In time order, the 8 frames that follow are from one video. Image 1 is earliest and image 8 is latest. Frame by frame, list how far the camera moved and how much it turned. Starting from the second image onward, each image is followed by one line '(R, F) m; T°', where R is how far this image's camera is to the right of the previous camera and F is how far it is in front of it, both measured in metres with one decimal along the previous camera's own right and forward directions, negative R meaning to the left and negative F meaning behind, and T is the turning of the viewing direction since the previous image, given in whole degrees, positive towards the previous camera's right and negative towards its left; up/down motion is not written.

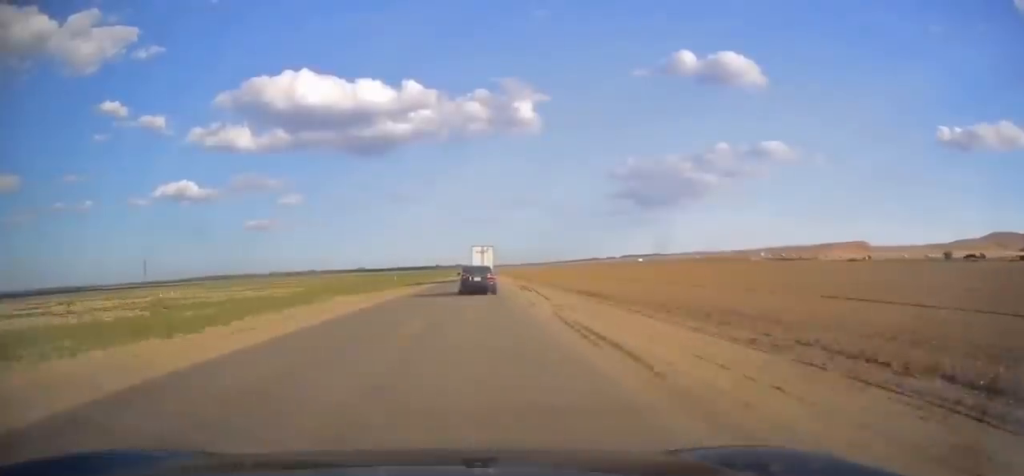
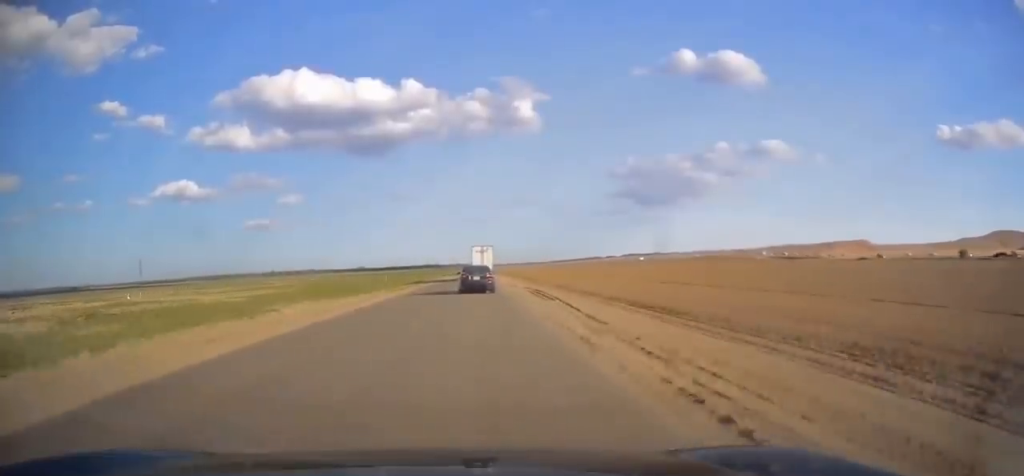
(+0.1, +11.5) m; 0°
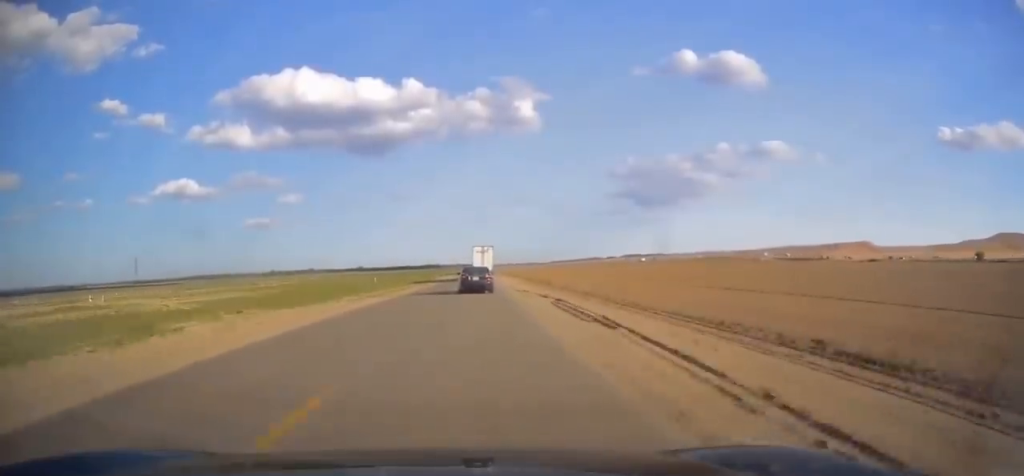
(0.0, +11.7) m; 0°
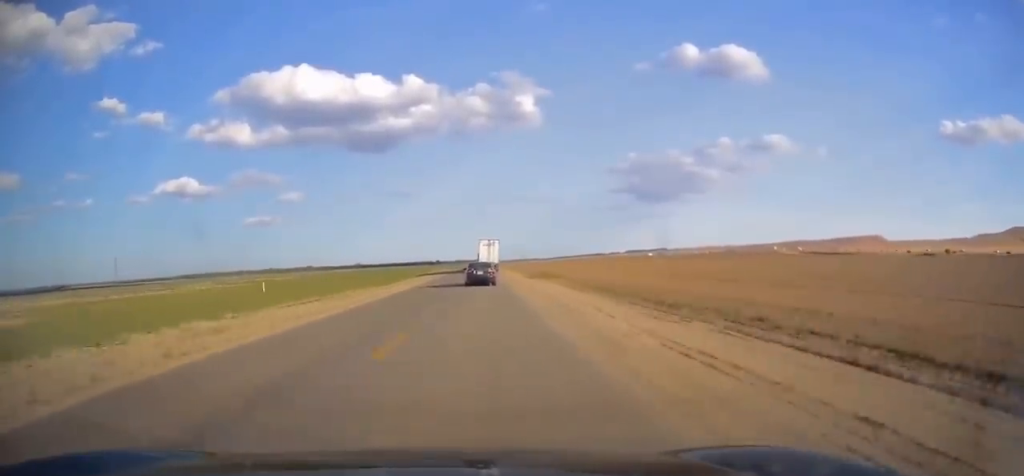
(-0.1, +52.1) m; 0°
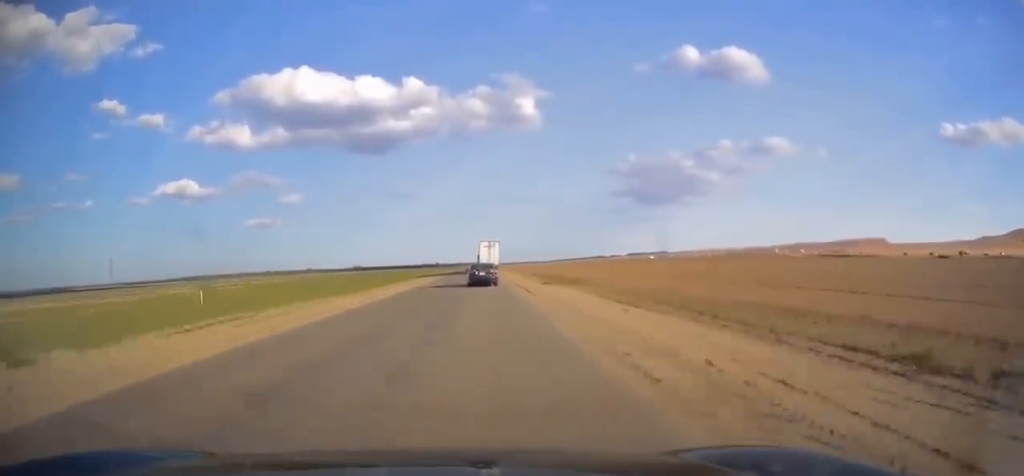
(+0.2, +11.3) m; 0°
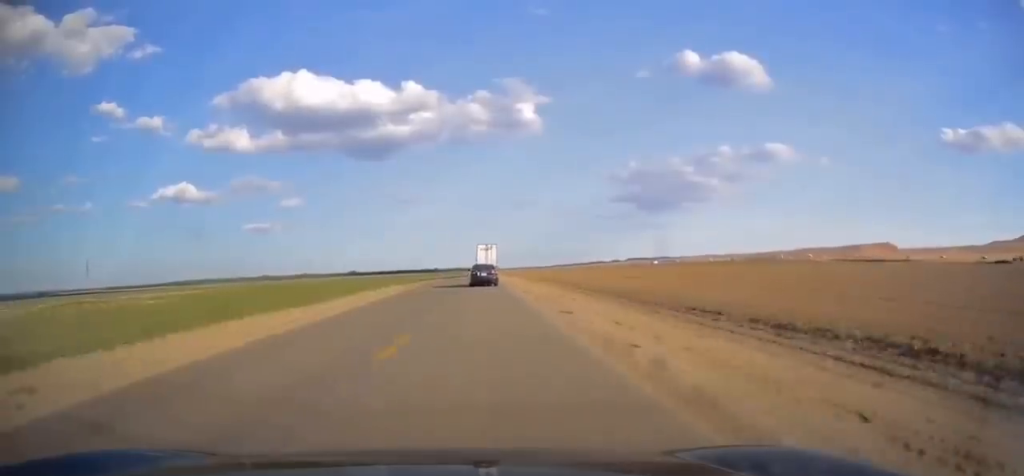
(-0.8, +46.4) m; -1°
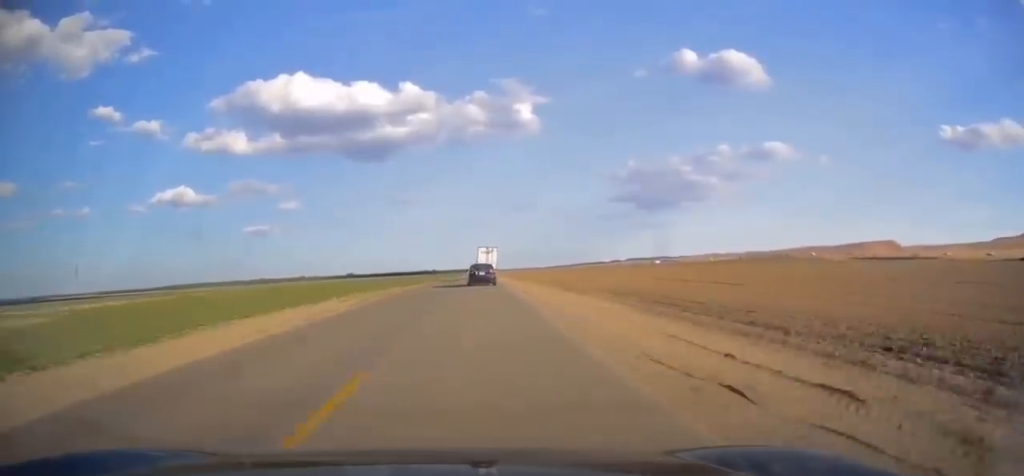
(0.0, +20.9) m; +1°
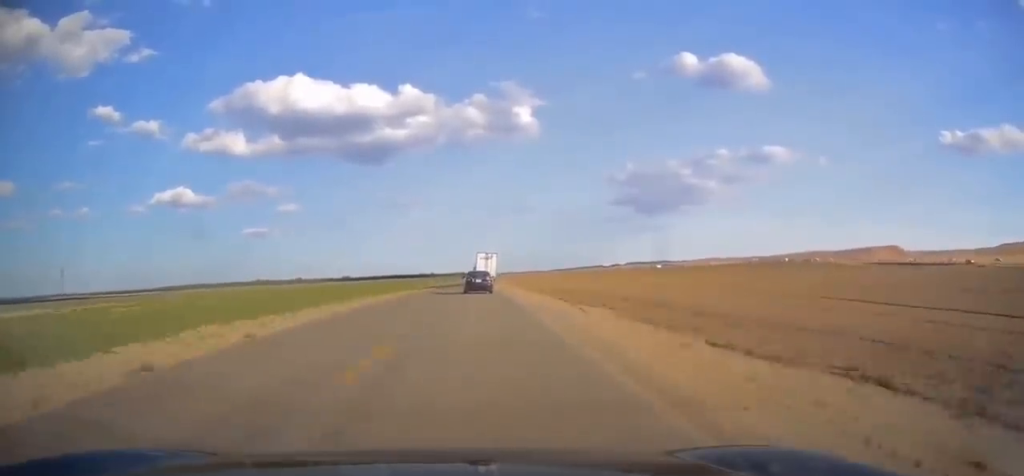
(+0.3, +25.6) m; +1°
